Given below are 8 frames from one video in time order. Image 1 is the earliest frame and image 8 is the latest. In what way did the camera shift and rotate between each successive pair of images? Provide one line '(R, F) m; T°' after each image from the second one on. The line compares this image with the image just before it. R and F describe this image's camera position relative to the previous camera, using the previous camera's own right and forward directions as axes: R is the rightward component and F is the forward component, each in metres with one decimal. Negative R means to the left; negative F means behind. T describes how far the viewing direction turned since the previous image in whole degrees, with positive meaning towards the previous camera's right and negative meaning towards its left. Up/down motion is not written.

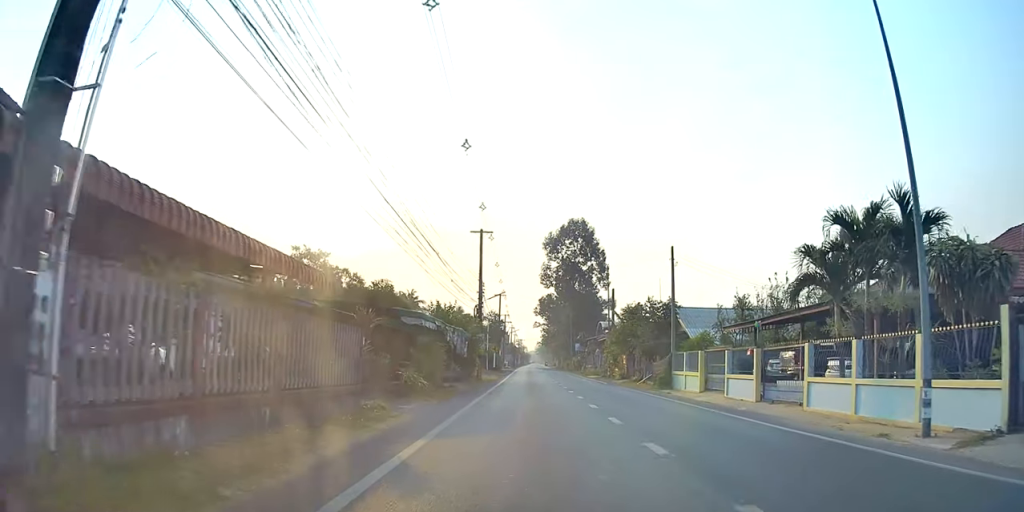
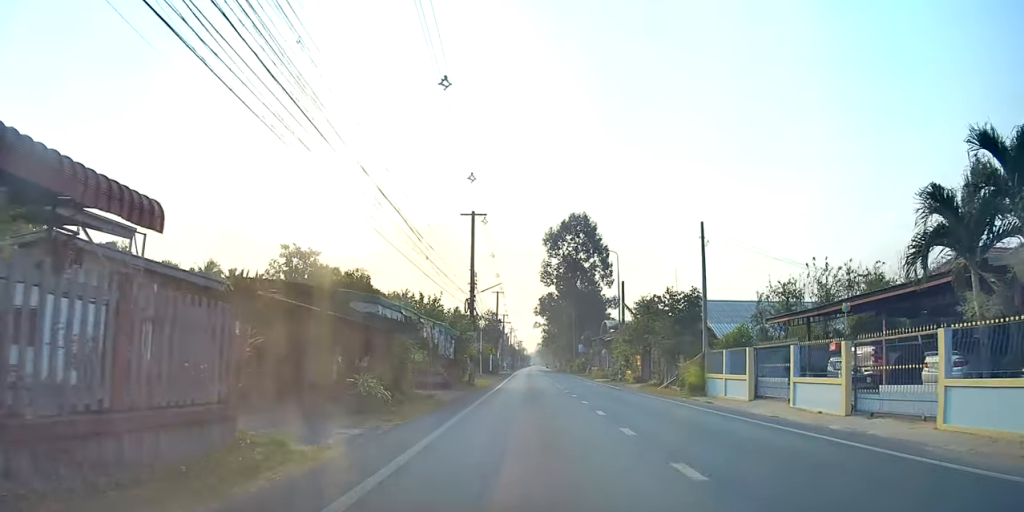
(+0.2, +5.5) m; 0°
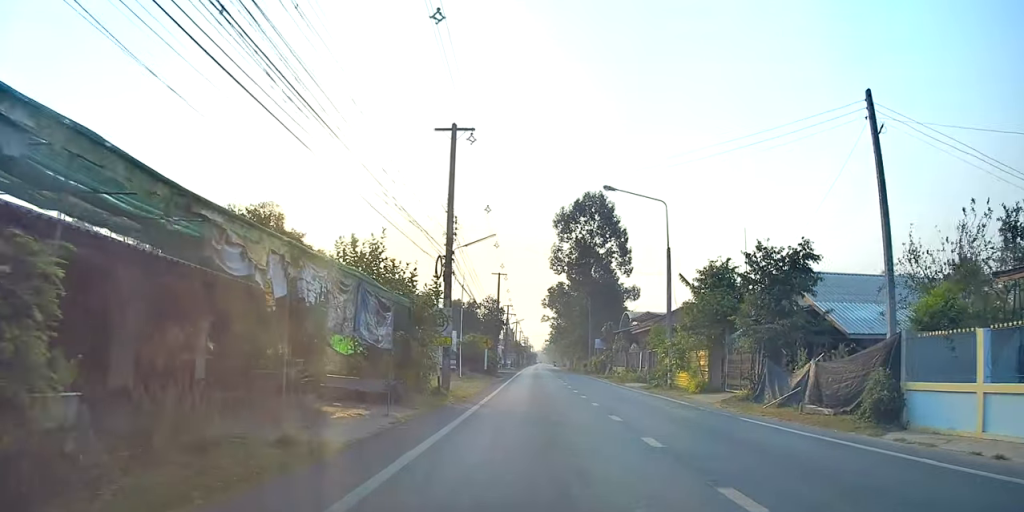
(-0.4, +13.6) m; -2°
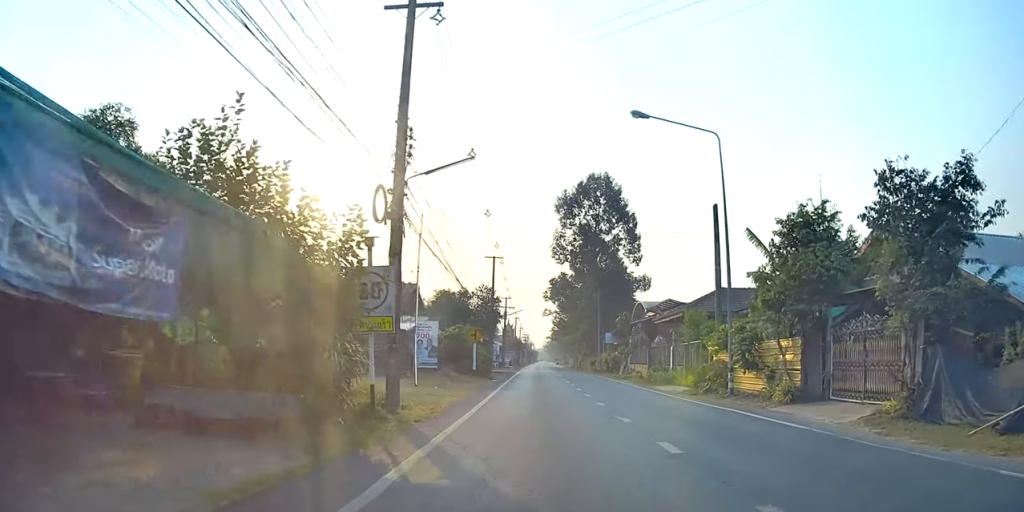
(-0.1, +9.0) m; 0°
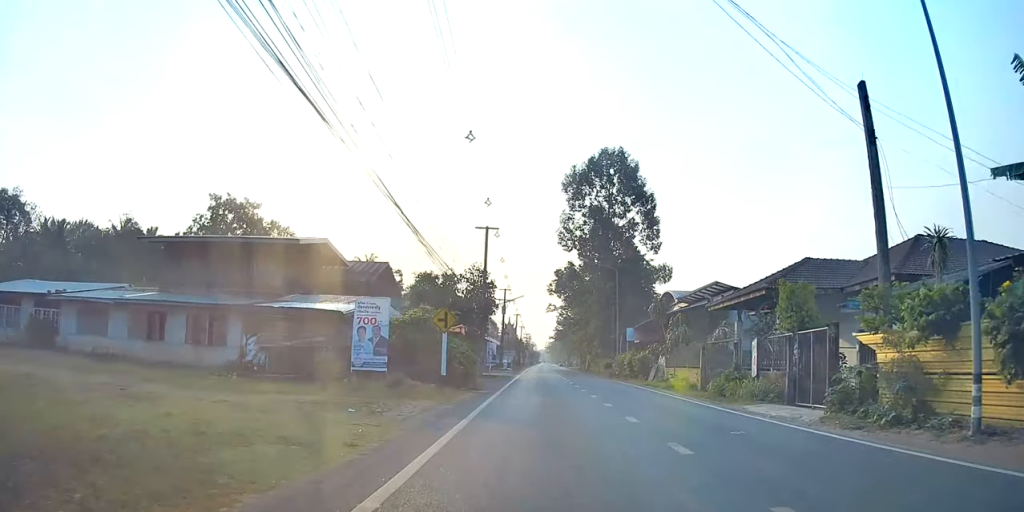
(+0.2, +12.0) m; +1°
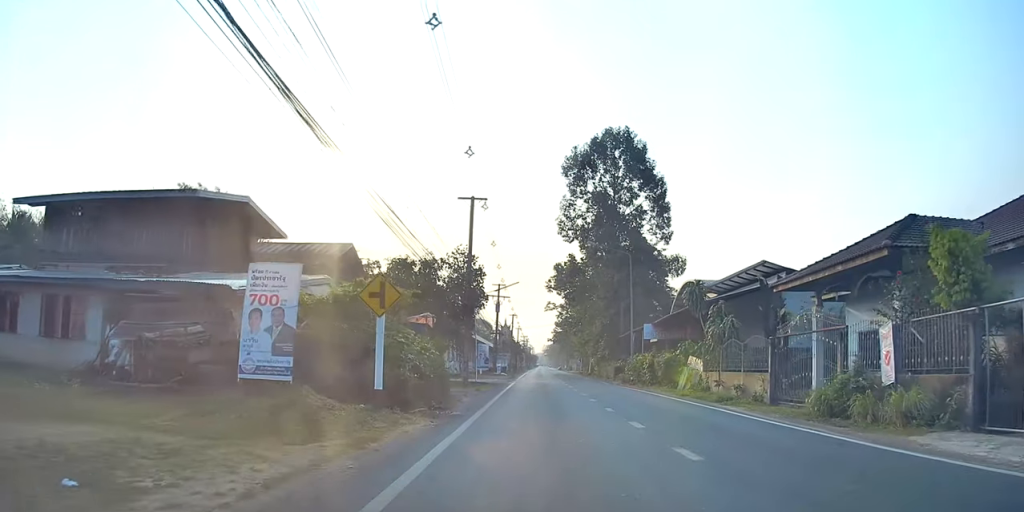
(0.0, +8.0) m; 0°
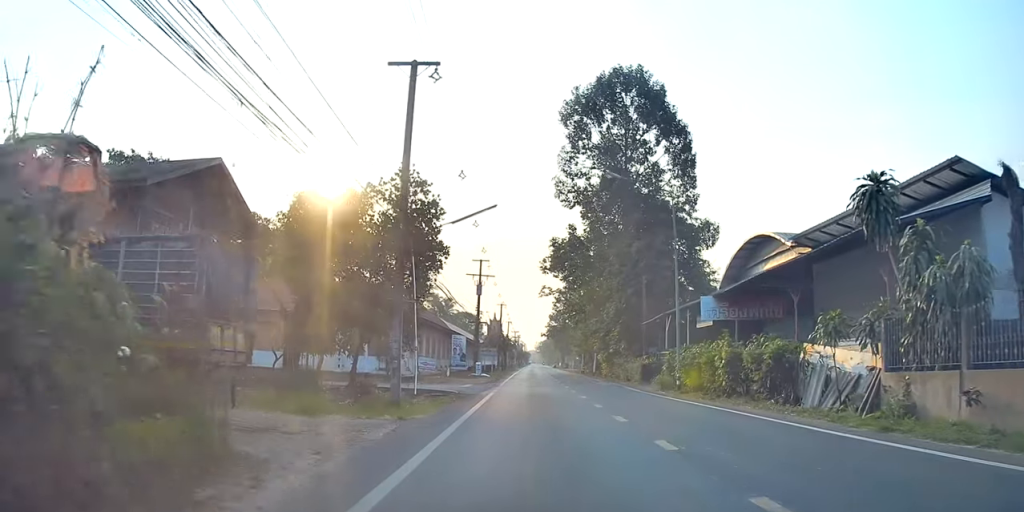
(+0.1, +15.2) m; +1°
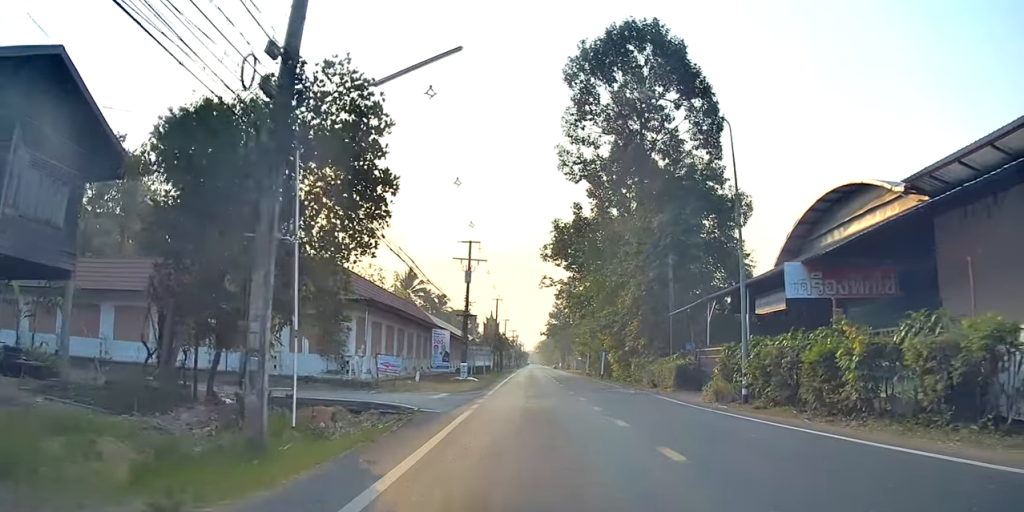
(+0.1, +8.8) m; 0°
